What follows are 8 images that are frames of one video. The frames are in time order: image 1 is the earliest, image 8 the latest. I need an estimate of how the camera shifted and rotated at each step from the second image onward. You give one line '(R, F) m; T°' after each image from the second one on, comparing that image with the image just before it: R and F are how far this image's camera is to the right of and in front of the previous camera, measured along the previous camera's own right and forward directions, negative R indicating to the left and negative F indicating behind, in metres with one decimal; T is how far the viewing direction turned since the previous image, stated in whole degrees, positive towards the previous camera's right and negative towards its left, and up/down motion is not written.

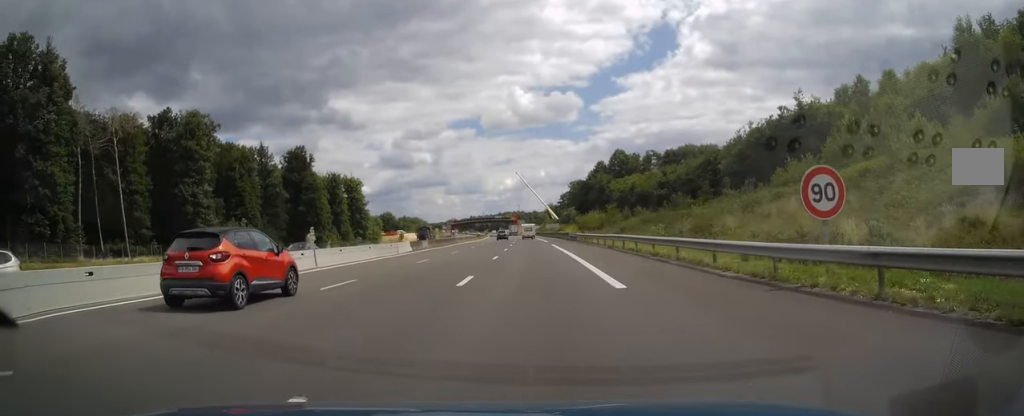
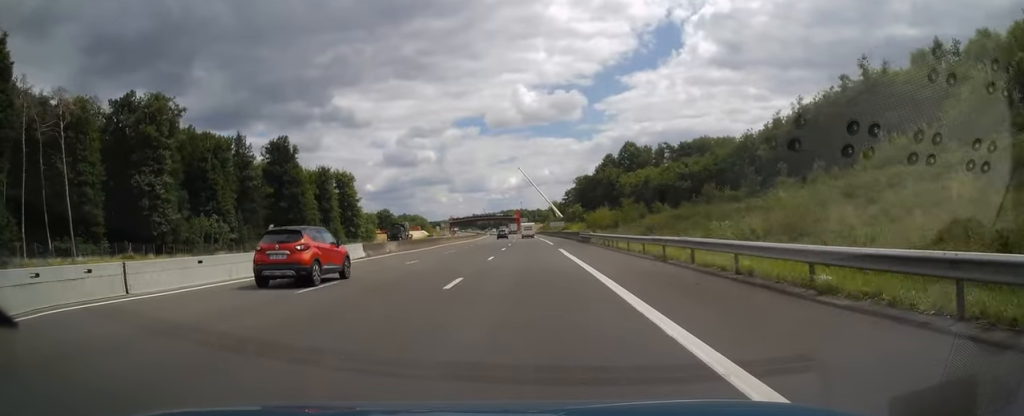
(0.0, +14.7) m; 0°
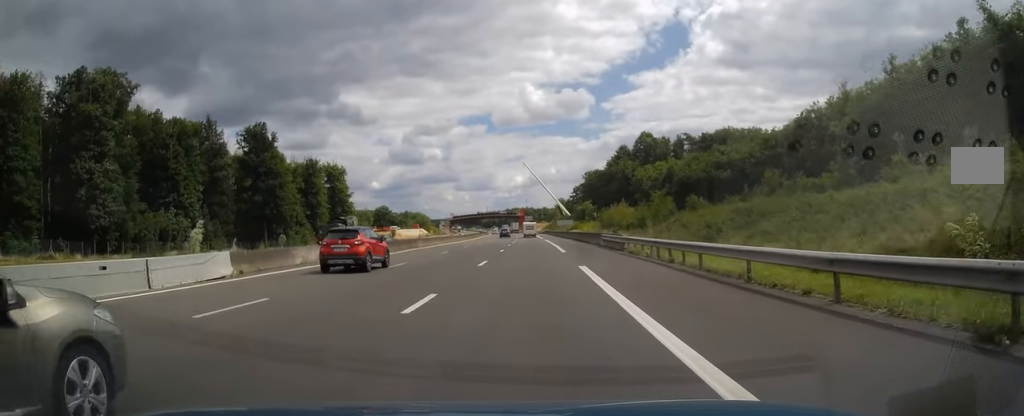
(-0.1, +17.1) m; 0°
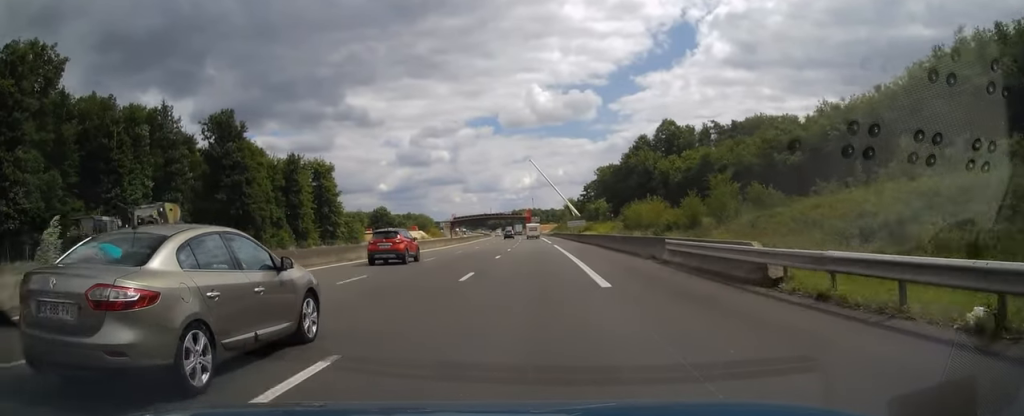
(-0.1, +19.6) m; 0°
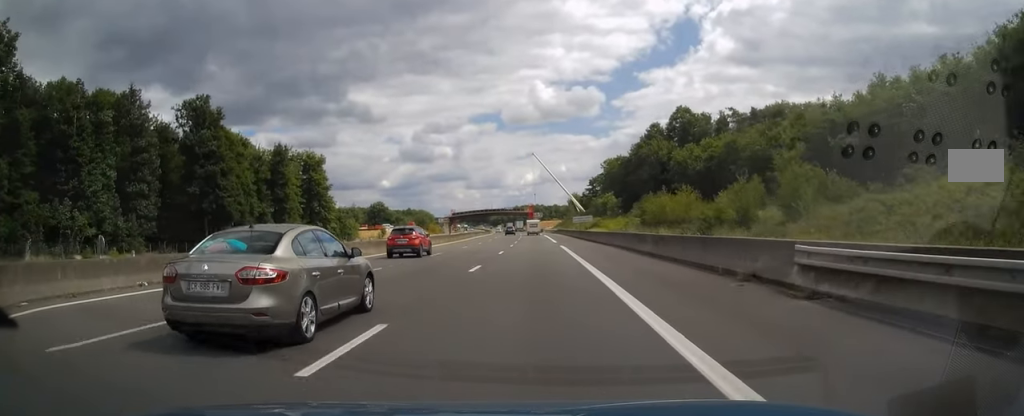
(0.0, +11.3) m; 0°
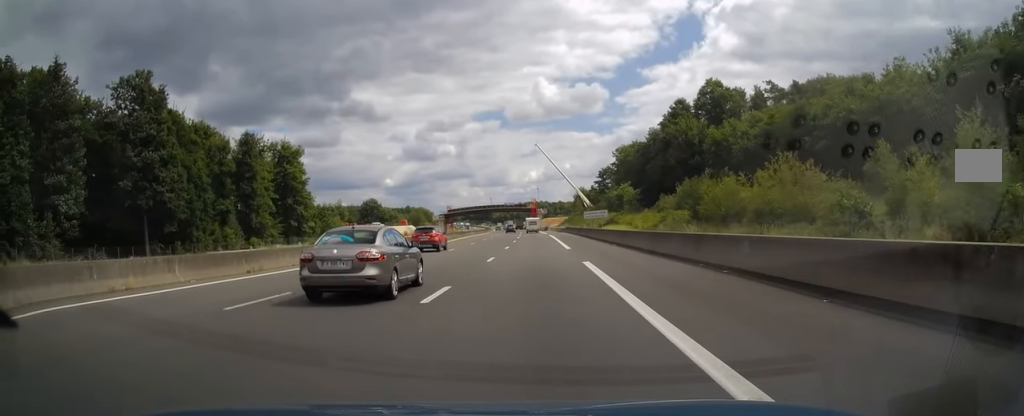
(-0.2, +20.8) m; -1°
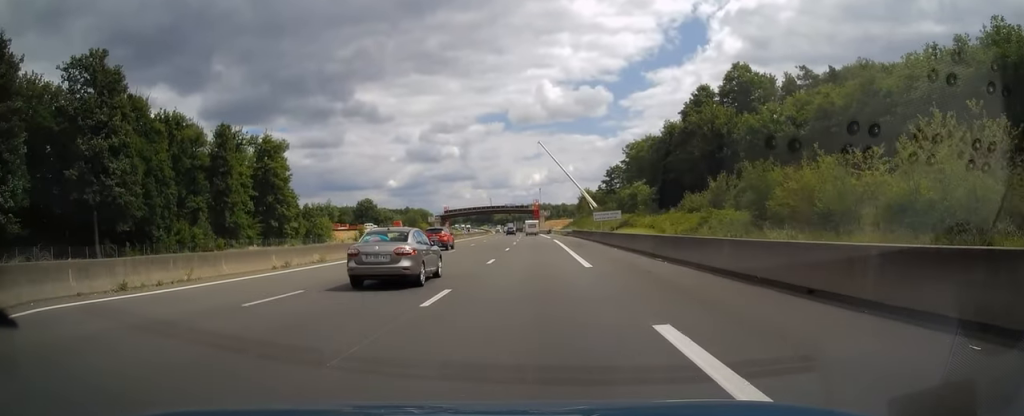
(0.0, +13.4) m; 0°
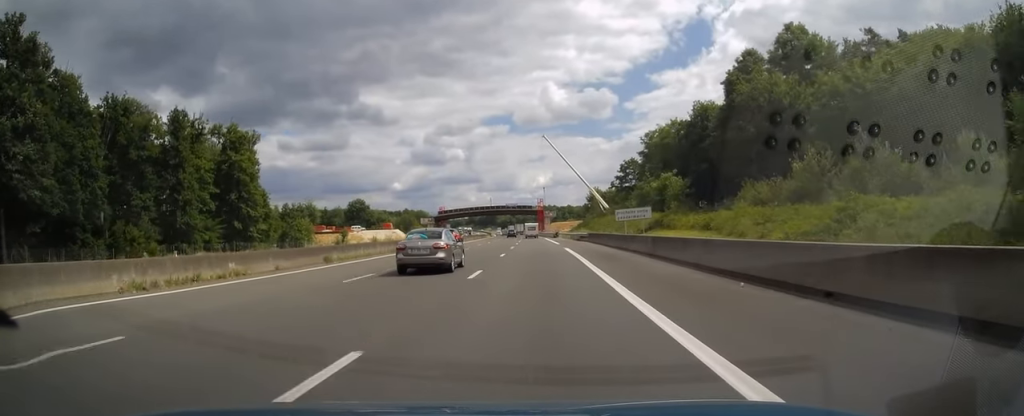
(0.0, +20.2) m; 0°
